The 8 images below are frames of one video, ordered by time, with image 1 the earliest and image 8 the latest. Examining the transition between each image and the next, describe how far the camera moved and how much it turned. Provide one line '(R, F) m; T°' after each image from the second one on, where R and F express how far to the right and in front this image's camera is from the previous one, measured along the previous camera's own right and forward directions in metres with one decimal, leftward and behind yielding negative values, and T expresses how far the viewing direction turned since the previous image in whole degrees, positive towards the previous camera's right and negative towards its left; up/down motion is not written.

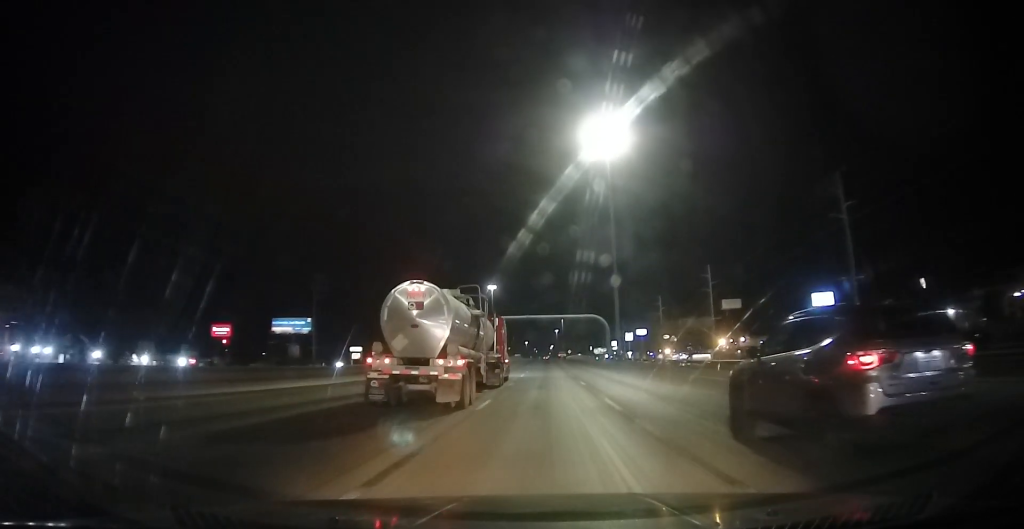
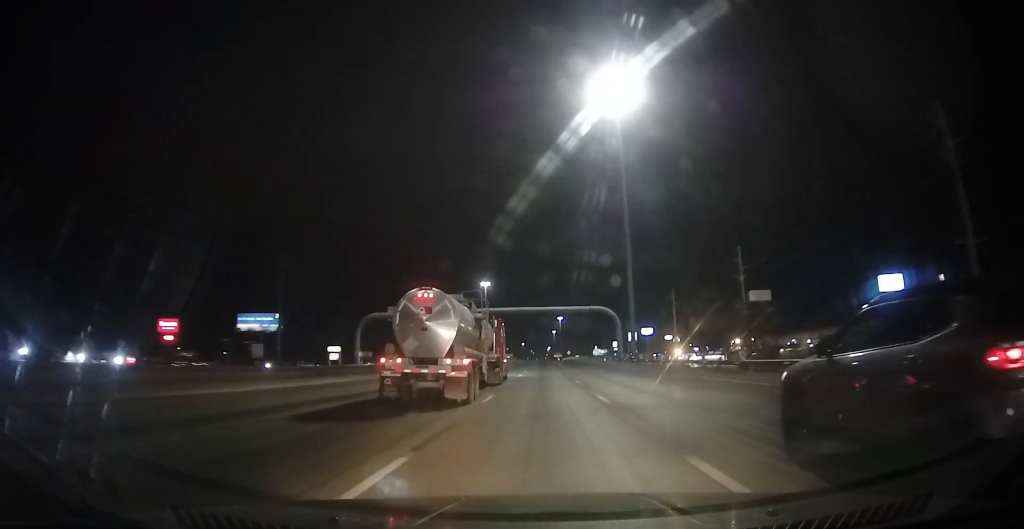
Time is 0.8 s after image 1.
(-0.1, +22.2) m; 0°
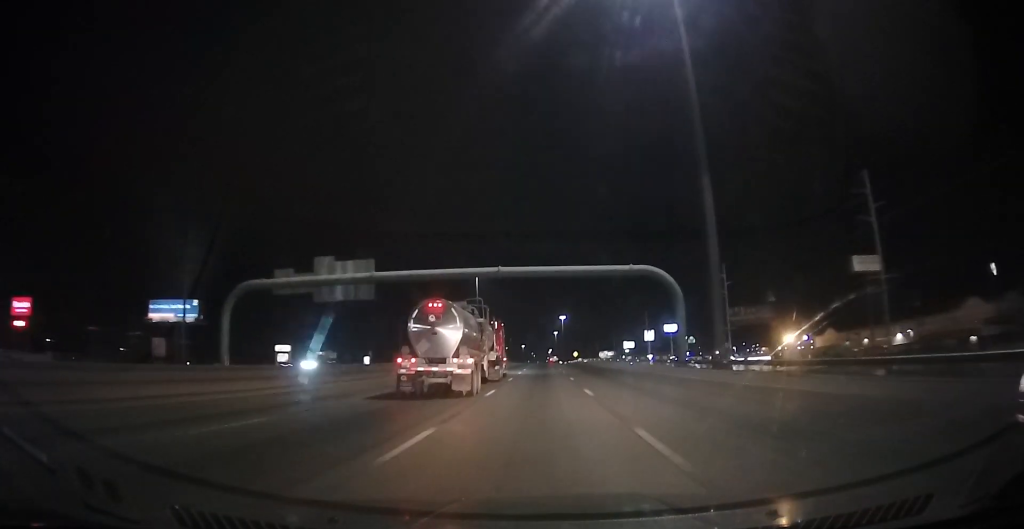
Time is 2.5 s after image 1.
(+1.2, +45.3) m; +1°
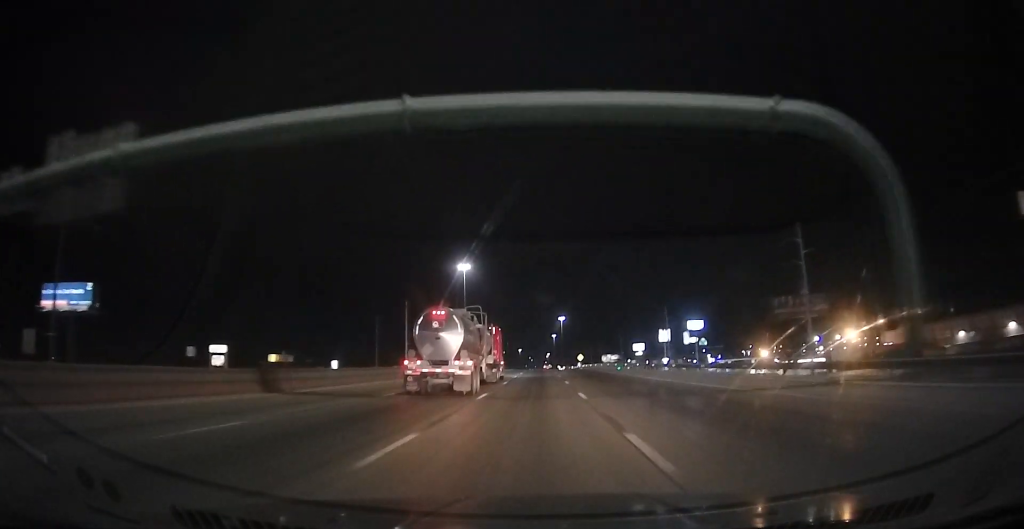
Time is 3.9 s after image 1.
(-0.9, +36.5) m; -1°
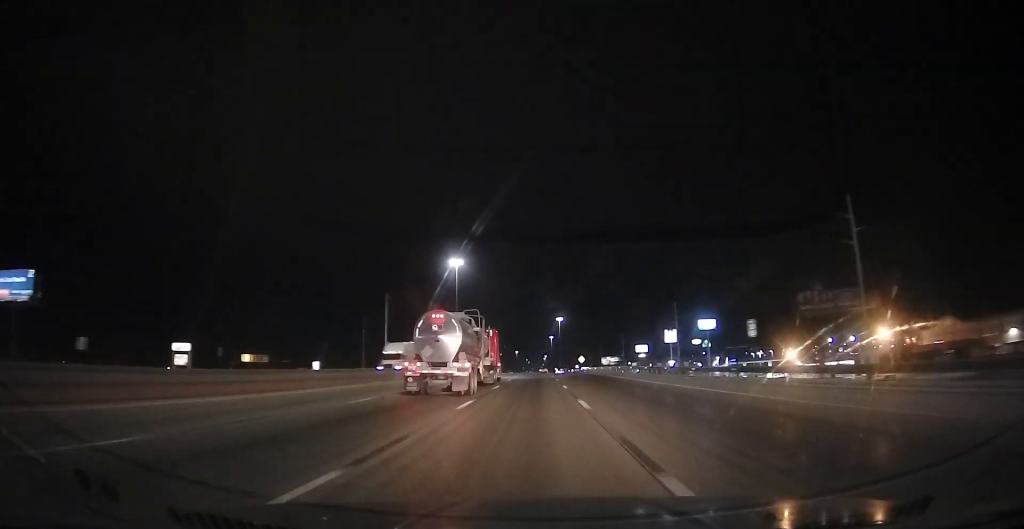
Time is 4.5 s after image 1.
(+0.2, +15.1) m; 0°
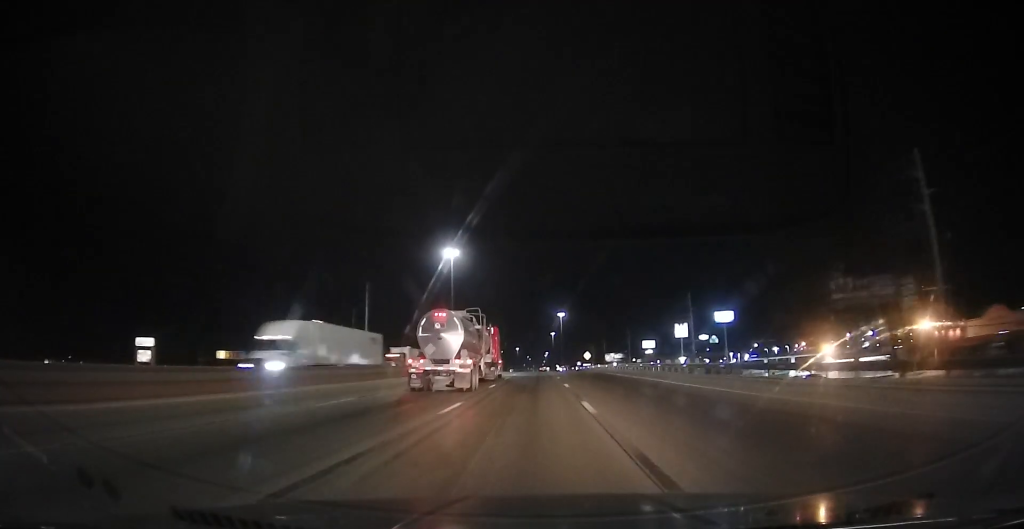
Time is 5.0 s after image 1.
(-0.1, +14.1) m; 0°
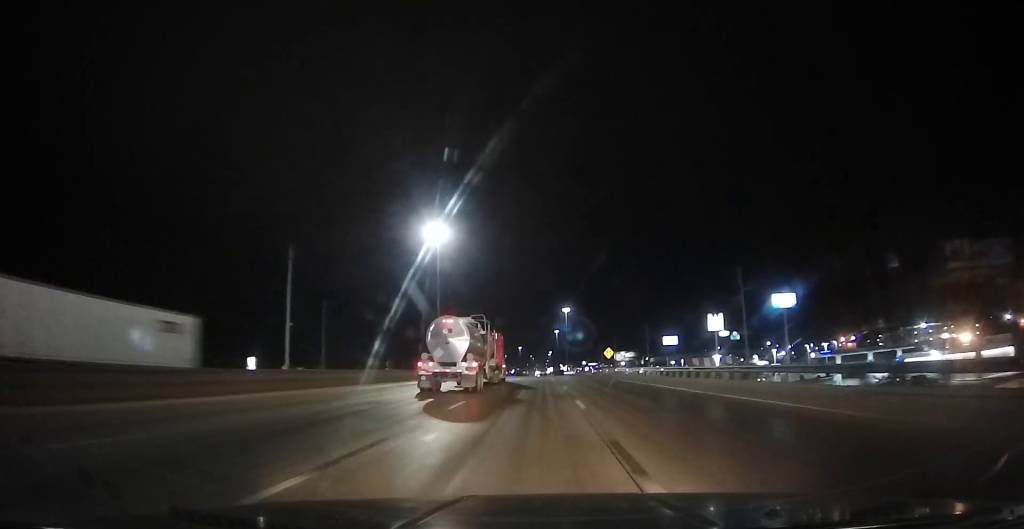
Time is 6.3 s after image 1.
(+0.1, +34.3) m; 0°
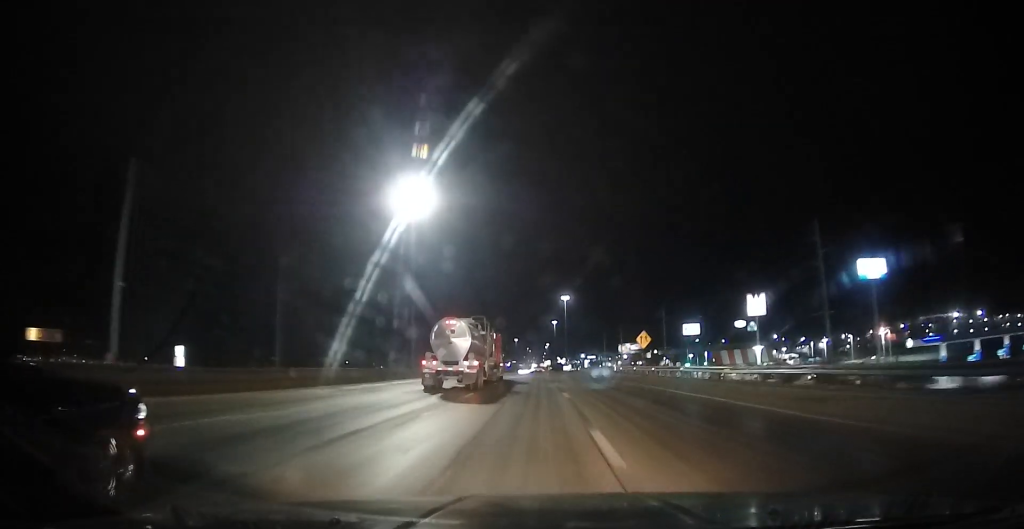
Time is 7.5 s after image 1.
(-0.2, +31.7) m; 0°
